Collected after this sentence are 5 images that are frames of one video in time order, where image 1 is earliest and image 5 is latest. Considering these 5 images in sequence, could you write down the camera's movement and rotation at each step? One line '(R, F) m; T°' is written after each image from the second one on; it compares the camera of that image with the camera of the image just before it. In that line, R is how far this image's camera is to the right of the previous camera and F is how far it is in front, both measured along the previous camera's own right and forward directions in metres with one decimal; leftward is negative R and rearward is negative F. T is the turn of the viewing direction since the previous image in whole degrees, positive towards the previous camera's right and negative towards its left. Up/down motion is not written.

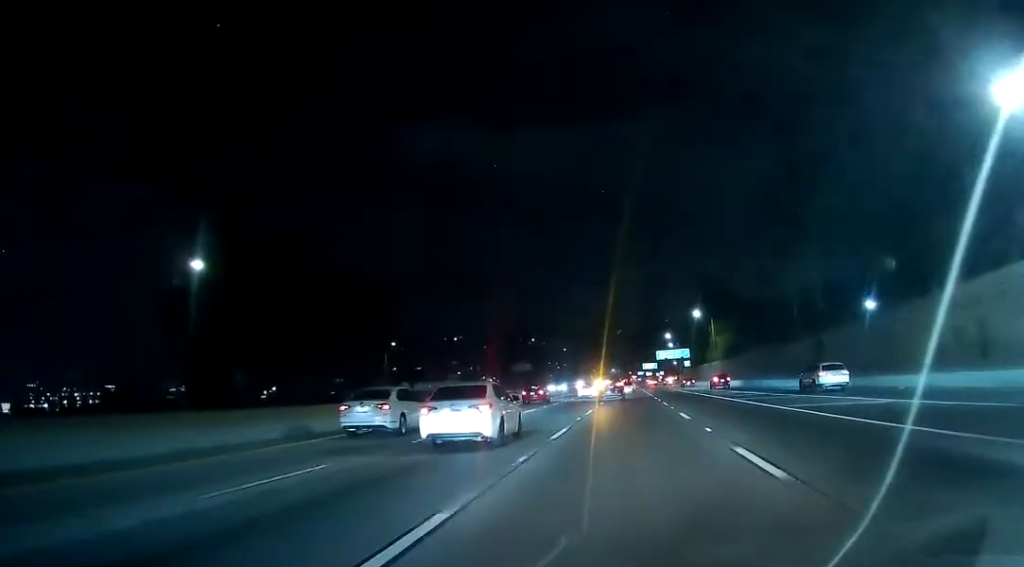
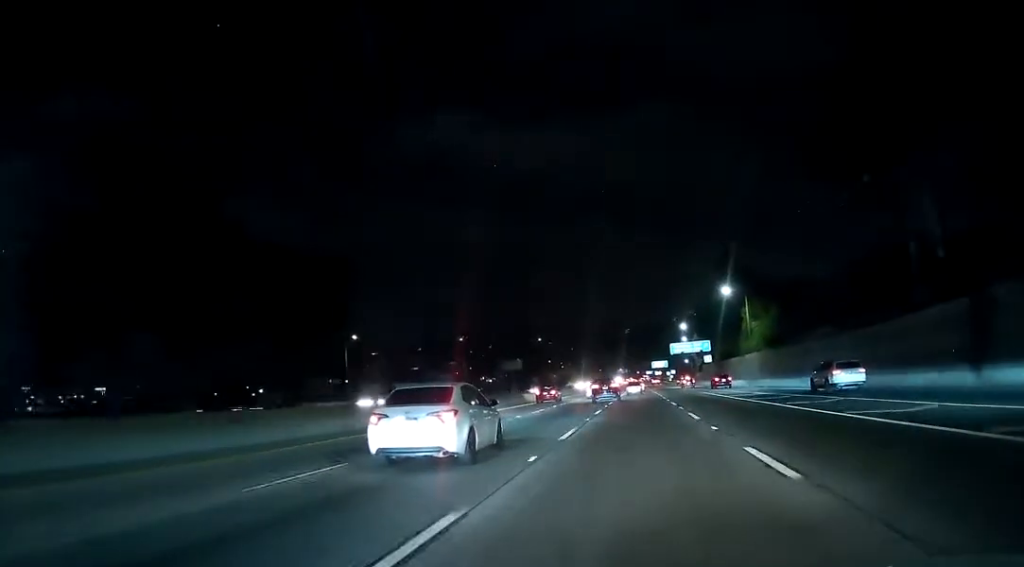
(-0.1, +29.6) m; 0°
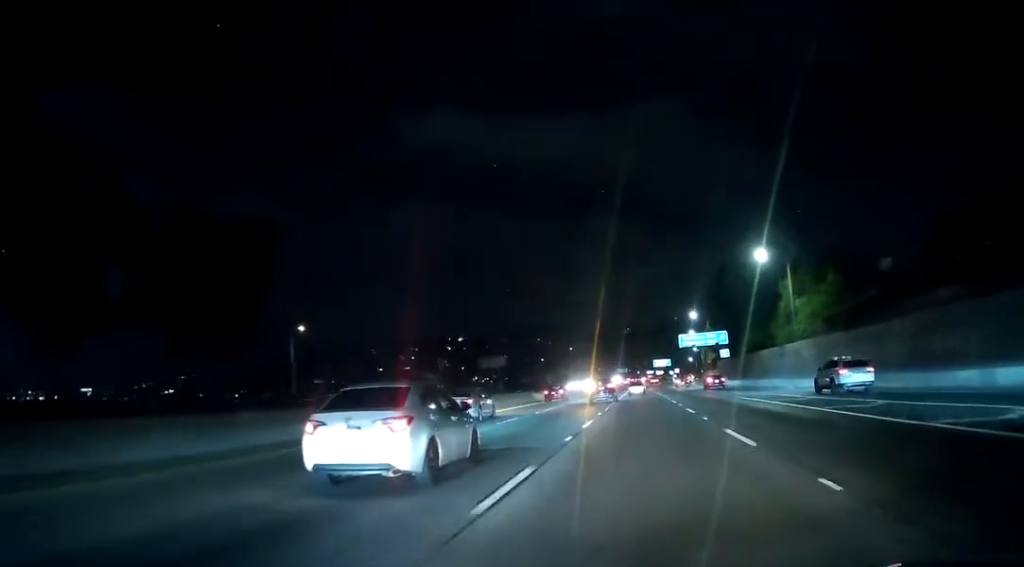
(0.0, +24.8) m; 0°
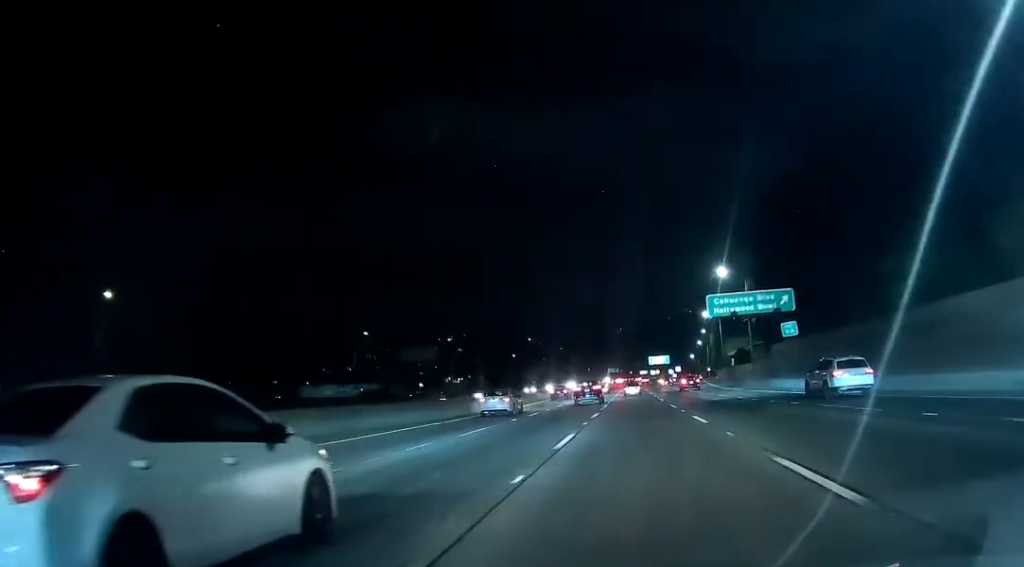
(+0.9, +50.1) m; +2°
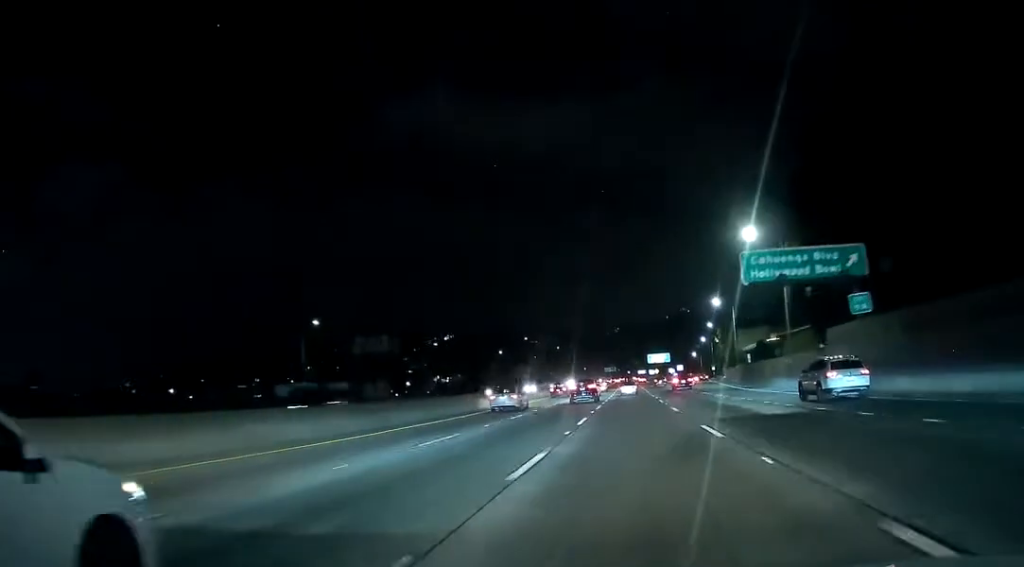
(-0.2, +20.0) m; -1°
